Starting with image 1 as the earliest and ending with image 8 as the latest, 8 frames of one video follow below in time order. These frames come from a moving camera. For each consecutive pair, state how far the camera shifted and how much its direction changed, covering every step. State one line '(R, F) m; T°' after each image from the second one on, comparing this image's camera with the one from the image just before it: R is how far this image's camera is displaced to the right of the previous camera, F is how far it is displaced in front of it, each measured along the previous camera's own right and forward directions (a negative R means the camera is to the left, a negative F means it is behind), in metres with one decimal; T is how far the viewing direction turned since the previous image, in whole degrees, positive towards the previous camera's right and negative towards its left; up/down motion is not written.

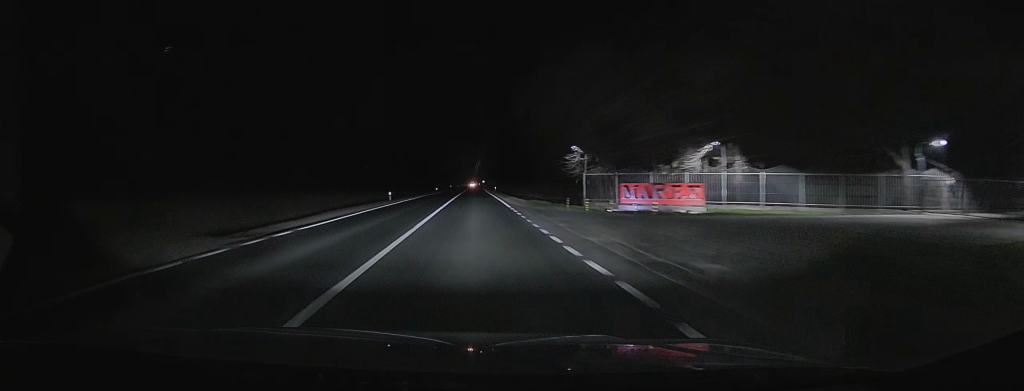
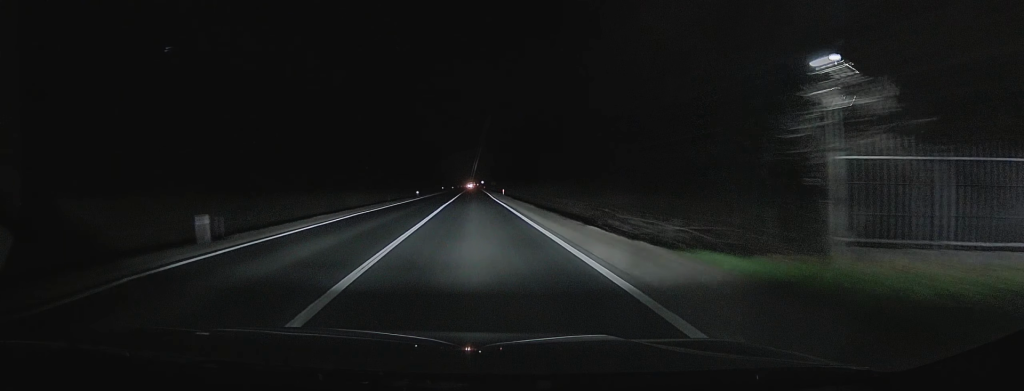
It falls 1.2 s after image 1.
(+0.1, +28.0) m; 0°
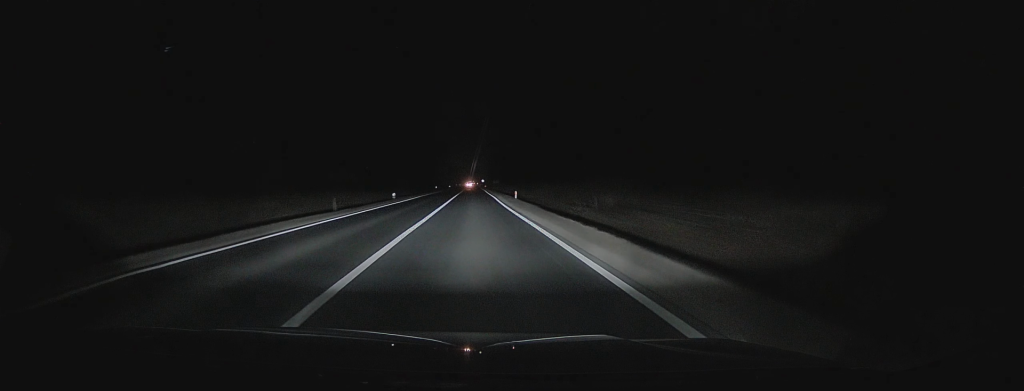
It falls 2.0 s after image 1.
(-0.1, +18.1) m; 0°
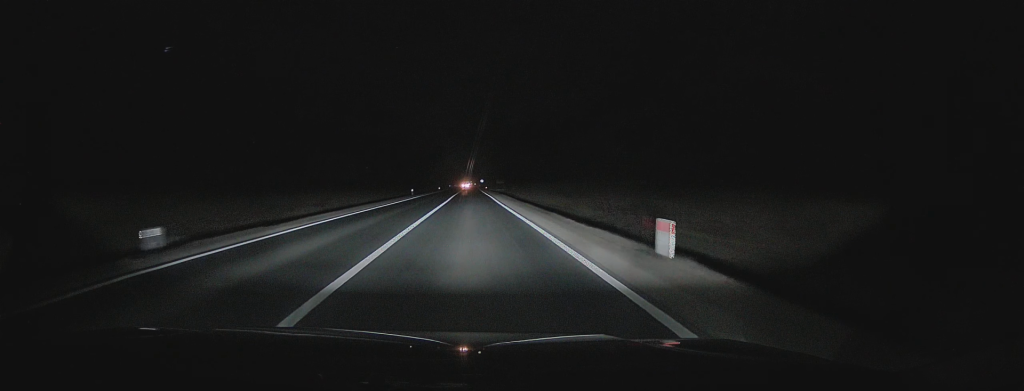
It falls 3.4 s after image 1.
(+0.2, +33.6) m; 0°
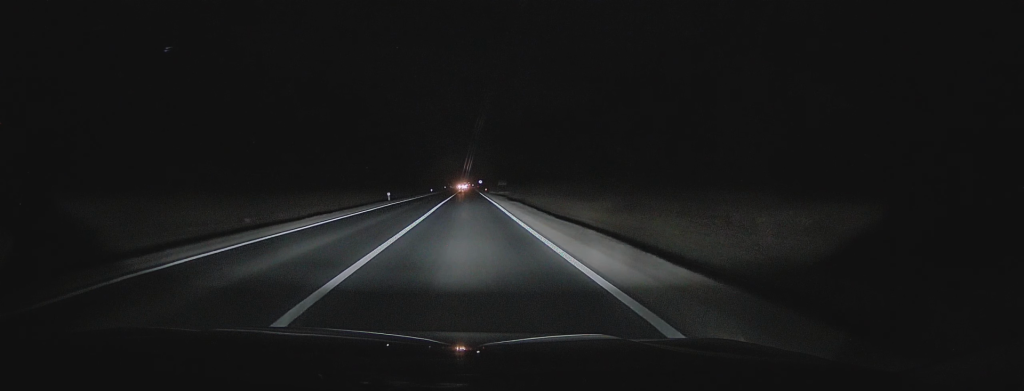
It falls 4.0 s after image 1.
(-0.1, +15.4) m; 0°
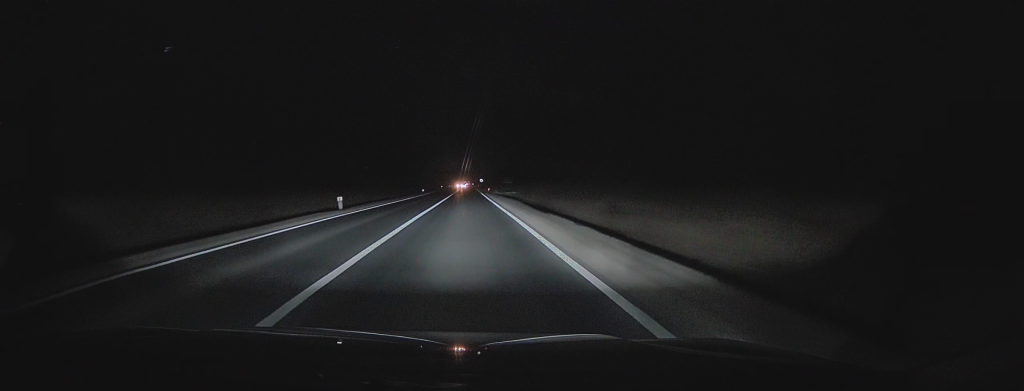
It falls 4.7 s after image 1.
(-0.1, +16.3) m; 0°
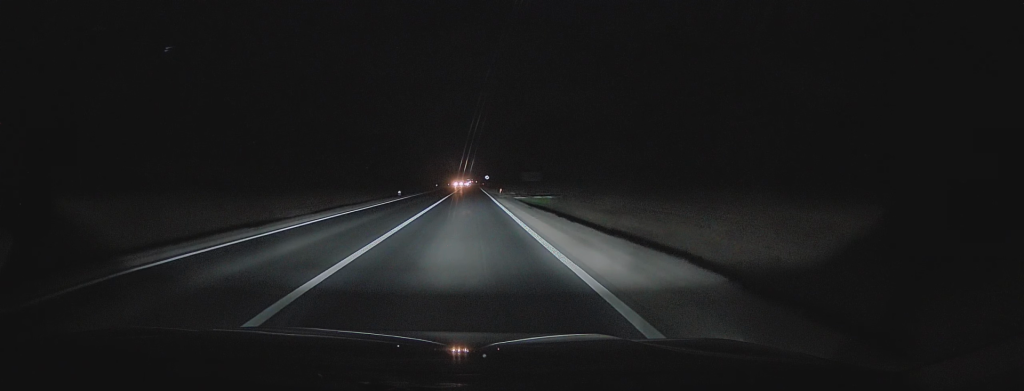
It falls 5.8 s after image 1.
(+0.4, +27.7) m; 0°
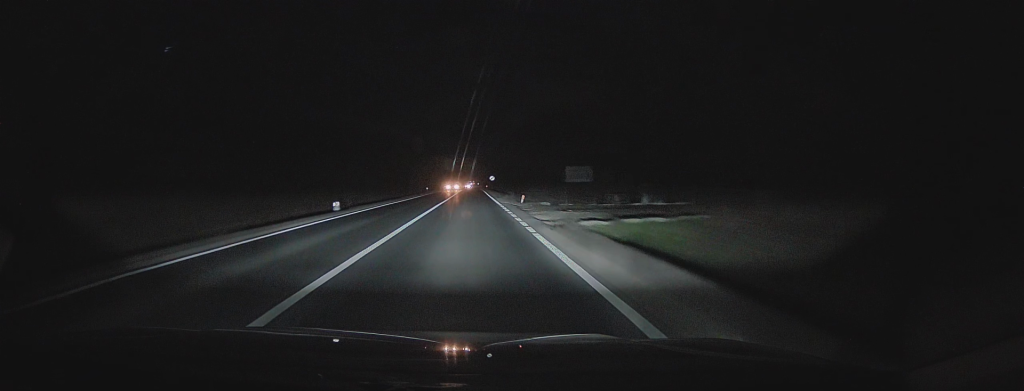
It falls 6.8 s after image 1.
(-0.1, +23.7) m; -1°
